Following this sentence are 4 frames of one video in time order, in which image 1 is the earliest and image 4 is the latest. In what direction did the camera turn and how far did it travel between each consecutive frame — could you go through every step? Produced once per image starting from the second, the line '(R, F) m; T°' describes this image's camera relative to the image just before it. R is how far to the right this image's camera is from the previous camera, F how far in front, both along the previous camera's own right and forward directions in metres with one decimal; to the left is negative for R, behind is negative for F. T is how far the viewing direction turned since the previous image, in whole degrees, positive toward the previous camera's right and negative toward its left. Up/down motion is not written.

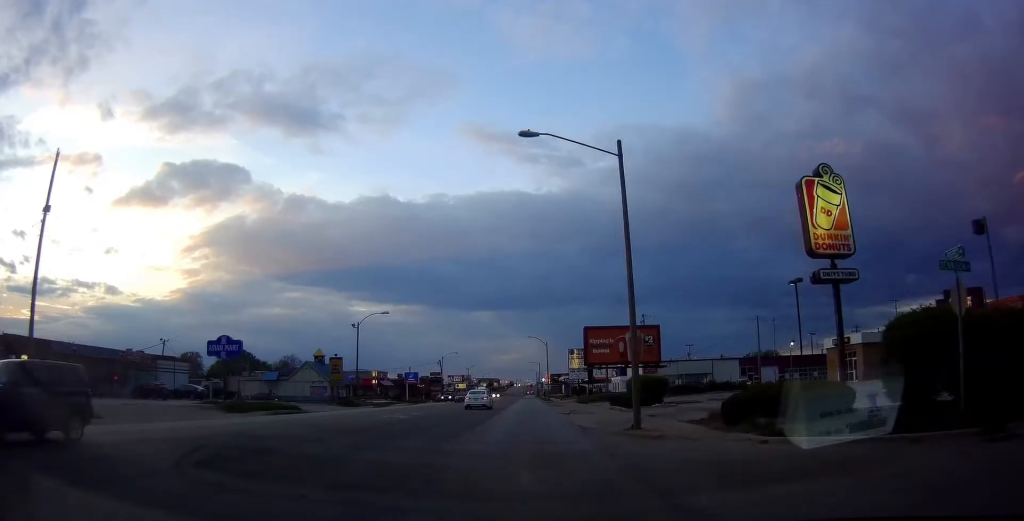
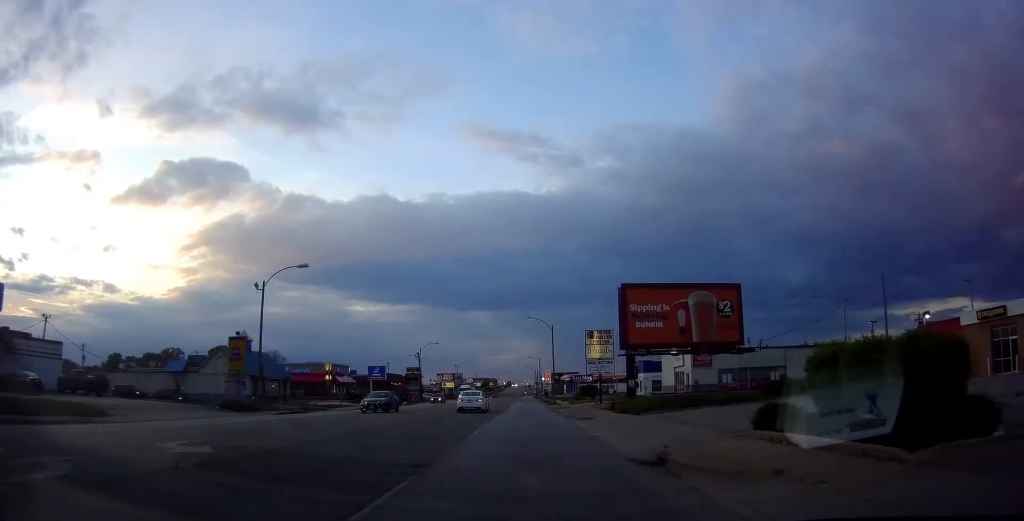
(0.0, +23.6) m; 0°
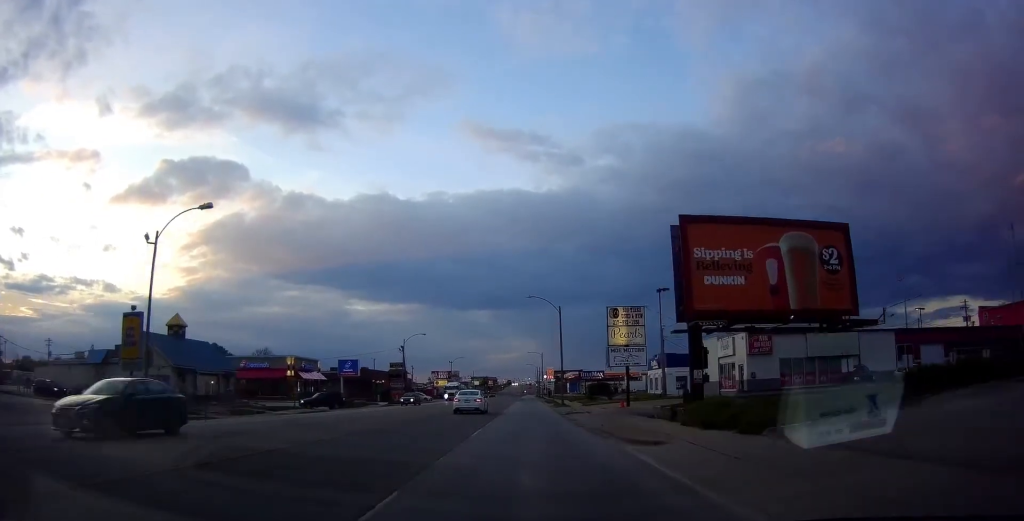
(0.0, +13.6) m; 0°
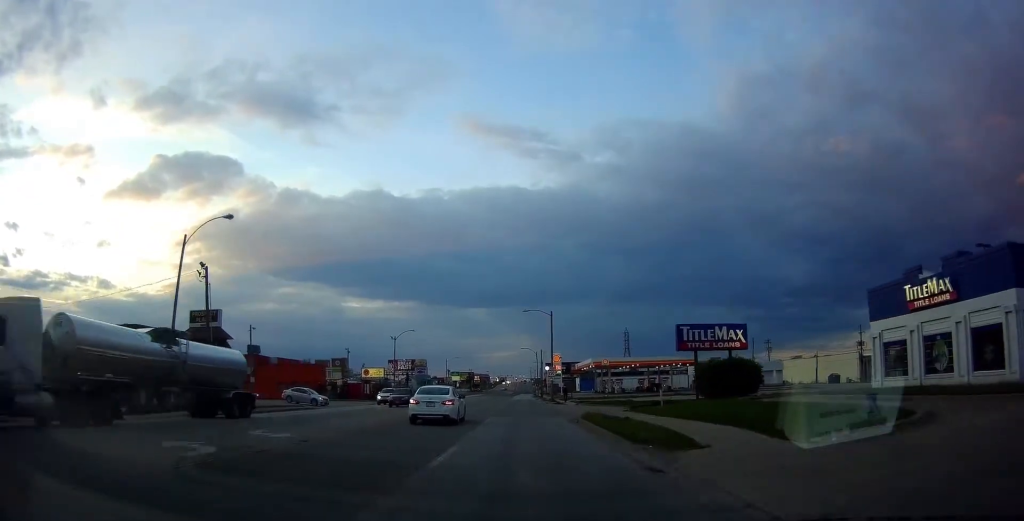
(0.0, +57.0) m; 0°
